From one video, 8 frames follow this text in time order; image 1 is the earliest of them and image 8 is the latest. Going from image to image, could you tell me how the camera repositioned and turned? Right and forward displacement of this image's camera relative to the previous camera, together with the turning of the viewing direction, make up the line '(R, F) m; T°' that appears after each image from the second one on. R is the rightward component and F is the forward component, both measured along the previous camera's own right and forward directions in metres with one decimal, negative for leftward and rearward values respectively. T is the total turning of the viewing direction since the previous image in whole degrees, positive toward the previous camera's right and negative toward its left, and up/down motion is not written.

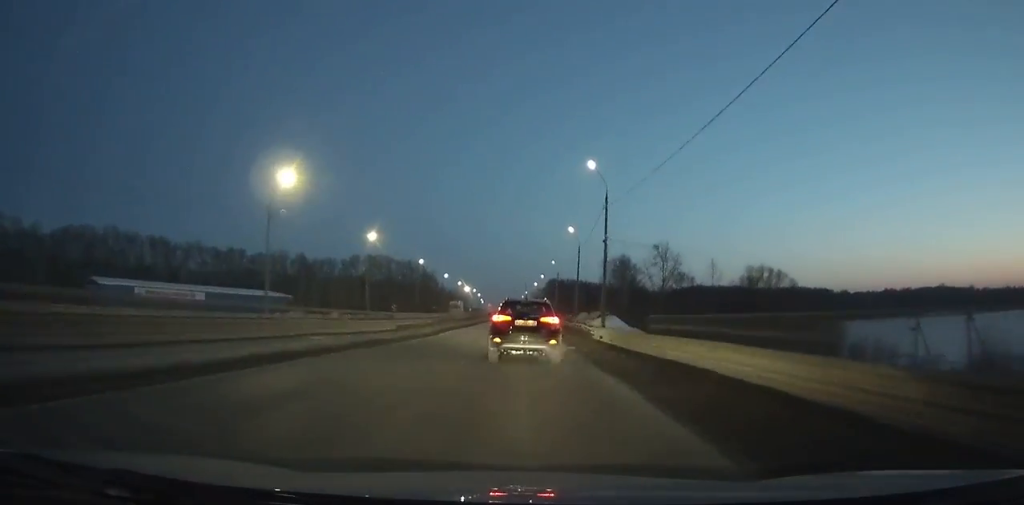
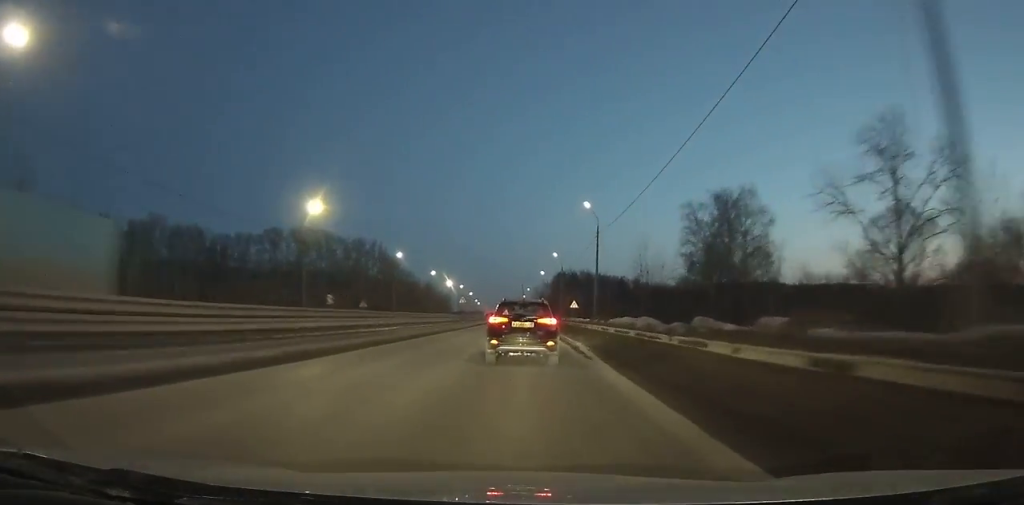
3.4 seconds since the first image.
(0.0, +63.2) m; 0°
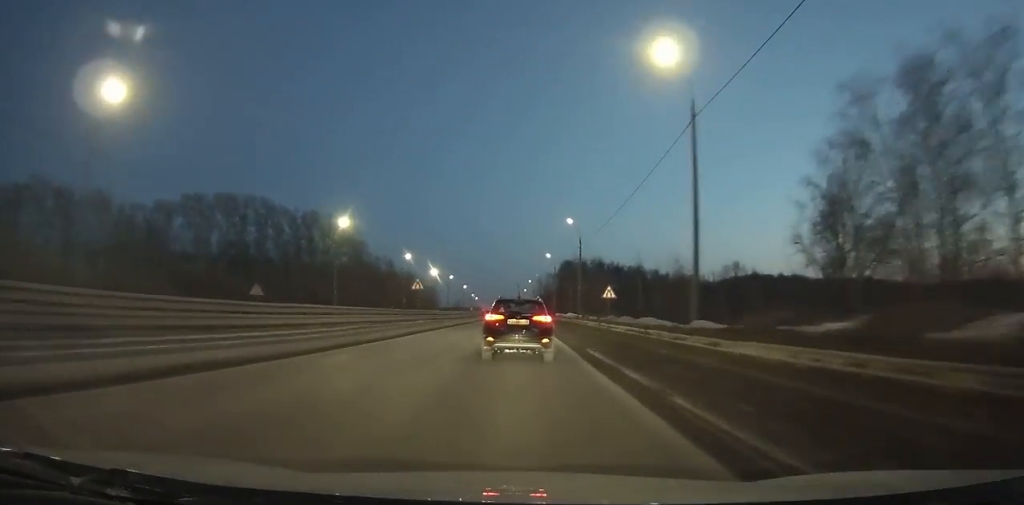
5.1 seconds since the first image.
(0.0, +31.7) m; 0°
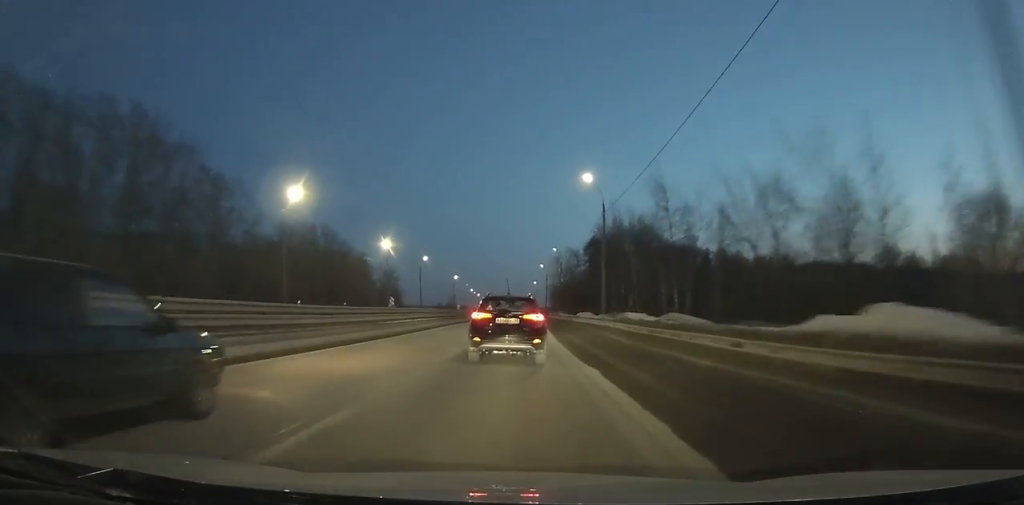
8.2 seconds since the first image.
(-0.2, +57.8) m; -1°
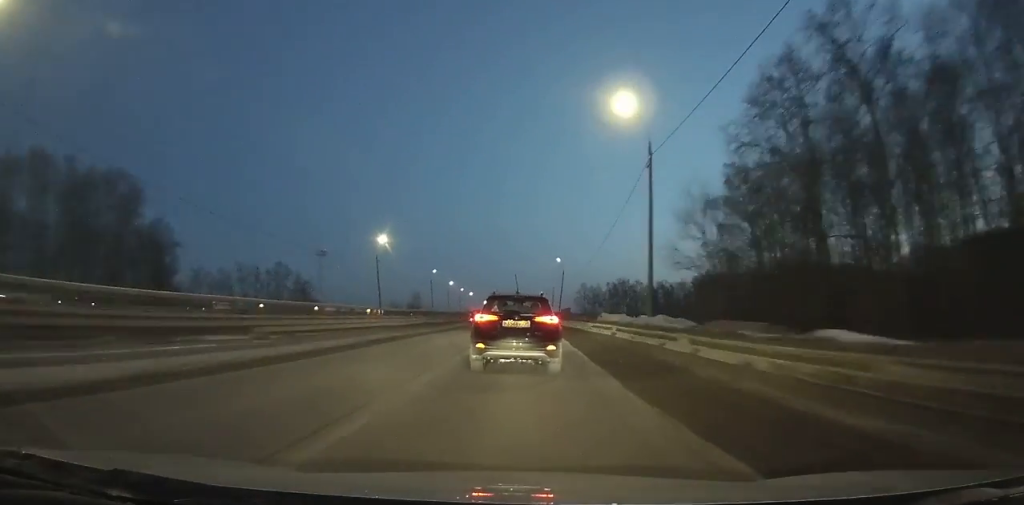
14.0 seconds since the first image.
(-1.0, +106.0) m; -1°
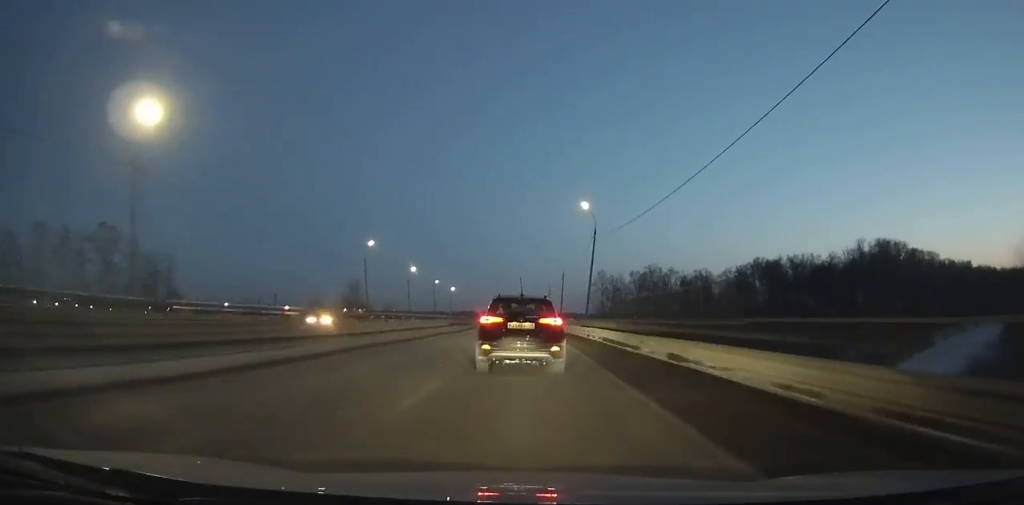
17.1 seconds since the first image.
(0.0, +55.5) m; 0°
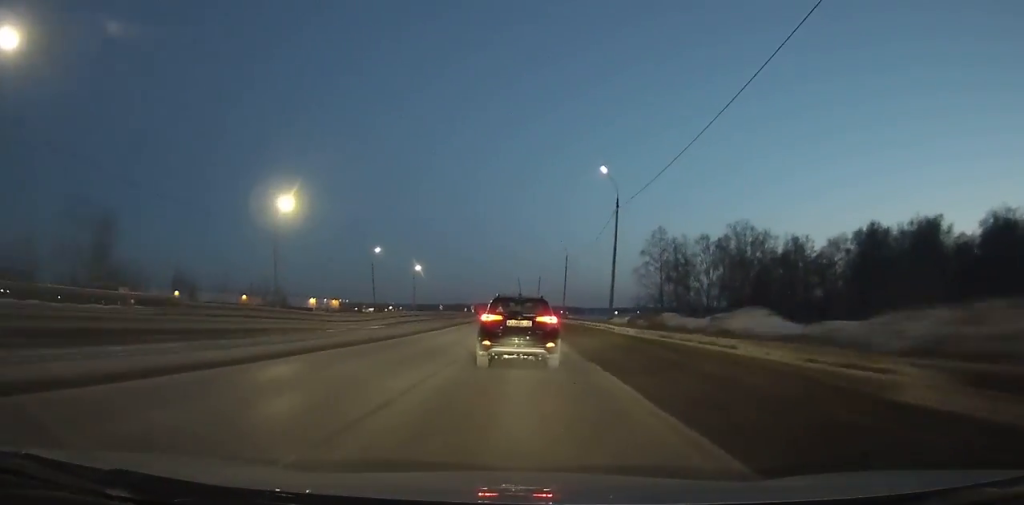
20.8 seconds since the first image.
(0.0, +66.0) m; 0°
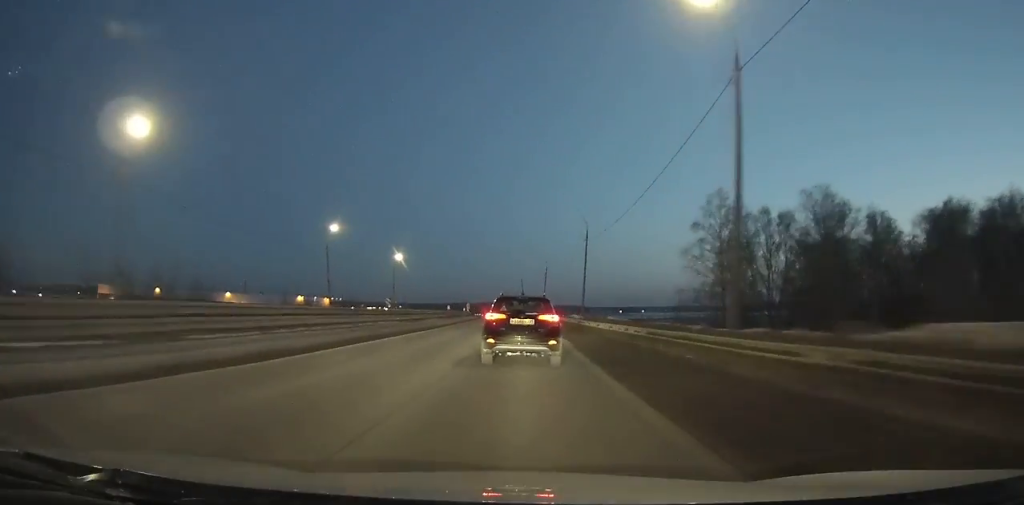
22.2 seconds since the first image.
(0.0, +25.1) m; 0°
